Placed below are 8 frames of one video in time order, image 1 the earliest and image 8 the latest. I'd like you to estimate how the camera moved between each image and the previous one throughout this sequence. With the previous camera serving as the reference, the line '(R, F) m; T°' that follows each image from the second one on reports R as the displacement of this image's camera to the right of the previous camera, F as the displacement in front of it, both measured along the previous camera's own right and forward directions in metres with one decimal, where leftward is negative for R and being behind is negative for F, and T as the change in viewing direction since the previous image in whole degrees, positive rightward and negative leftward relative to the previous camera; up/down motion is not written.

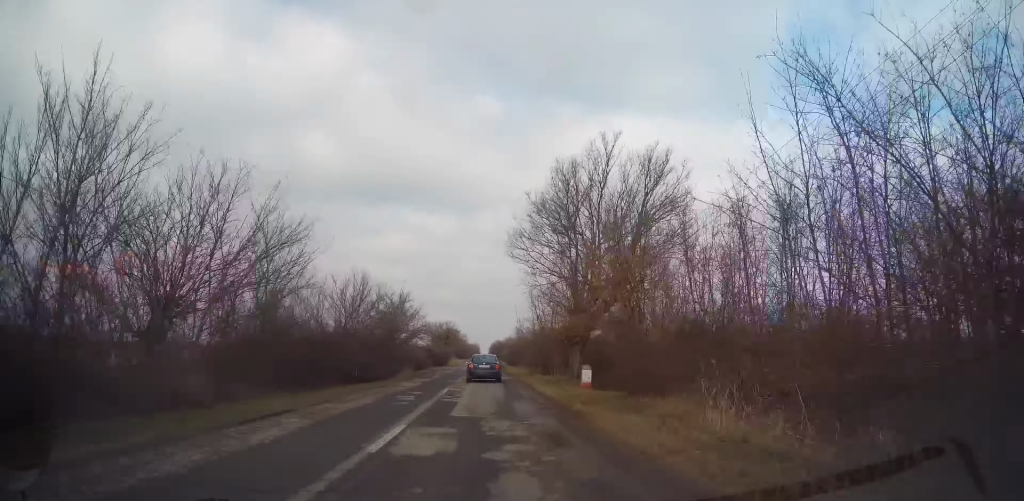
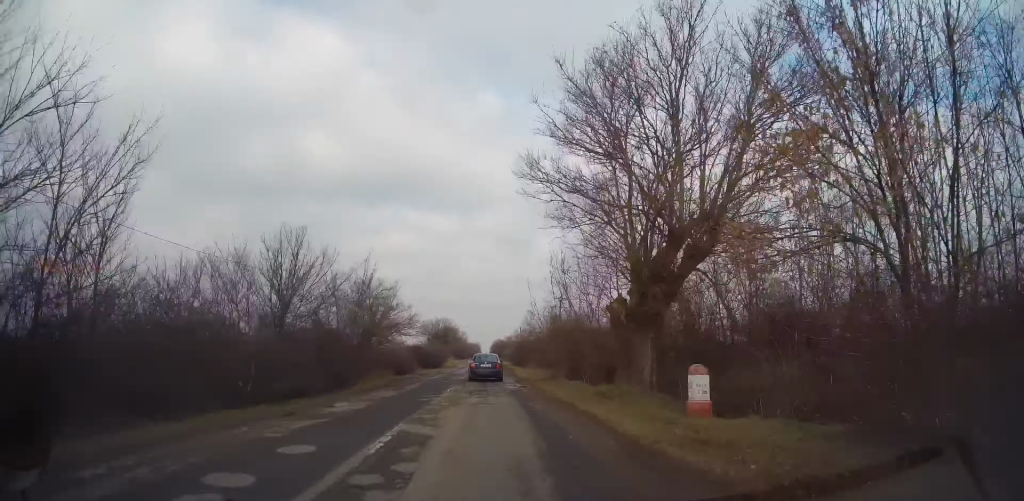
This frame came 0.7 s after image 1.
(+0.2, +11.8) m; -1°
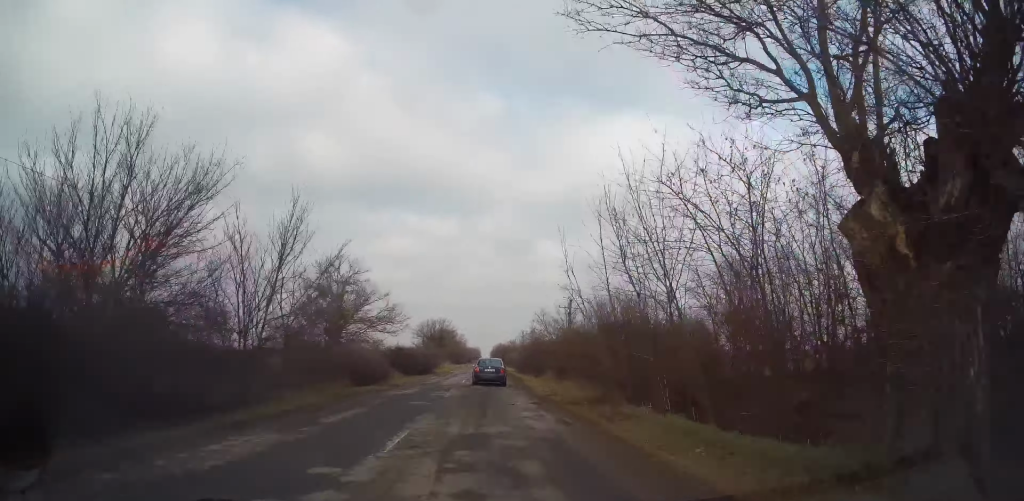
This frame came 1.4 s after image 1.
(-0.4, +11.4) m; -1°
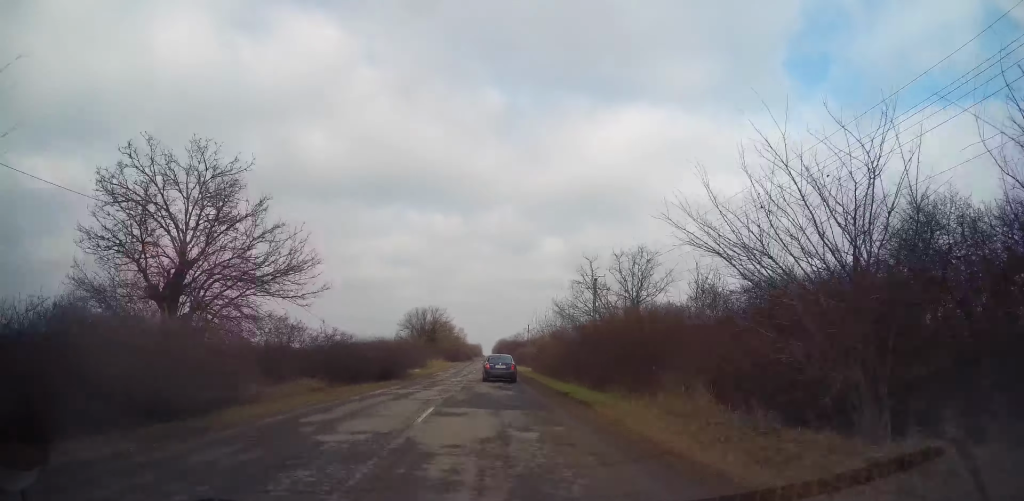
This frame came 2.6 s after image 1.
(+0.1, +20.7) m; +2°
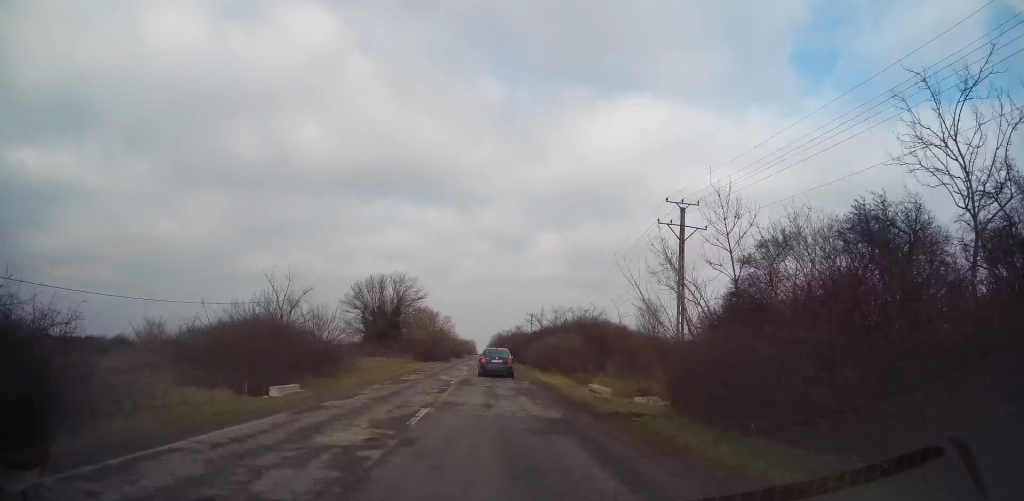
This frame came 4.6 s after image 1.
(+0.1, +35.4) m; -1°
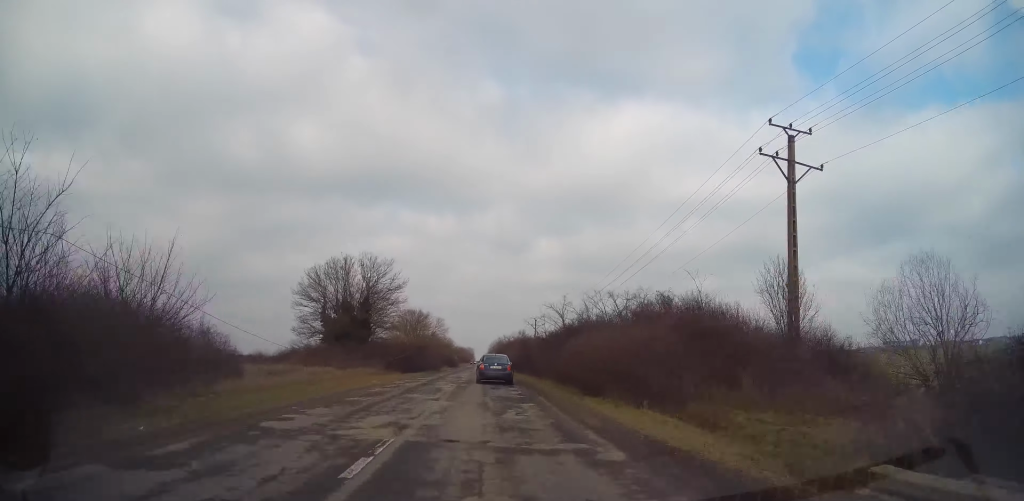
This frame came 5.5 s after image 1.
(0.0, +15.8) m; 0°
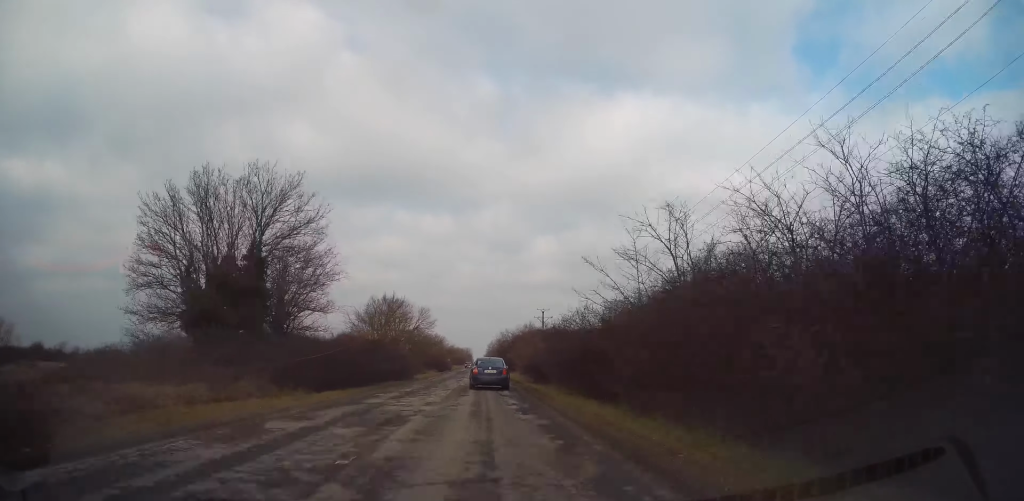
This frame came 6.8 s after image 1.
(+0.1, +22.7) m; +1°
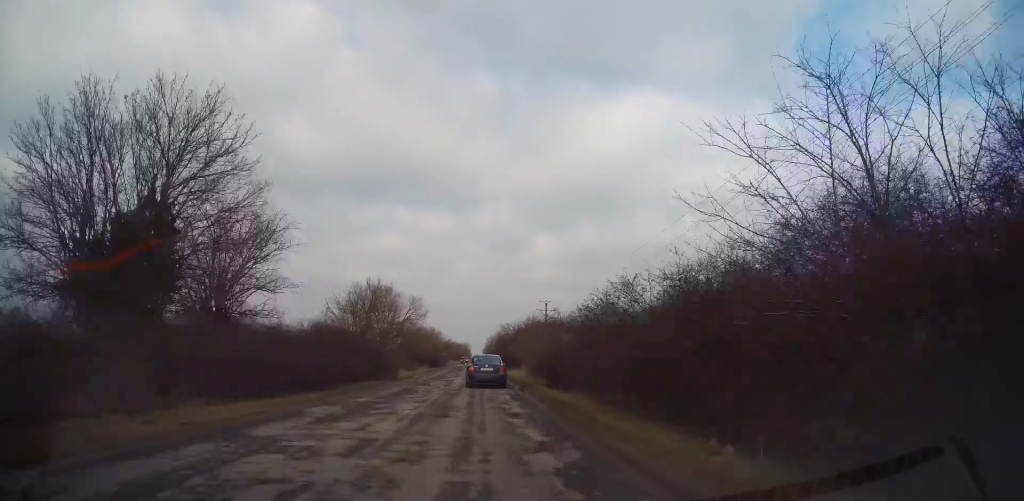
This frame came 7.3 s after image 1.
(+0.2, +8.1) m; 0°
